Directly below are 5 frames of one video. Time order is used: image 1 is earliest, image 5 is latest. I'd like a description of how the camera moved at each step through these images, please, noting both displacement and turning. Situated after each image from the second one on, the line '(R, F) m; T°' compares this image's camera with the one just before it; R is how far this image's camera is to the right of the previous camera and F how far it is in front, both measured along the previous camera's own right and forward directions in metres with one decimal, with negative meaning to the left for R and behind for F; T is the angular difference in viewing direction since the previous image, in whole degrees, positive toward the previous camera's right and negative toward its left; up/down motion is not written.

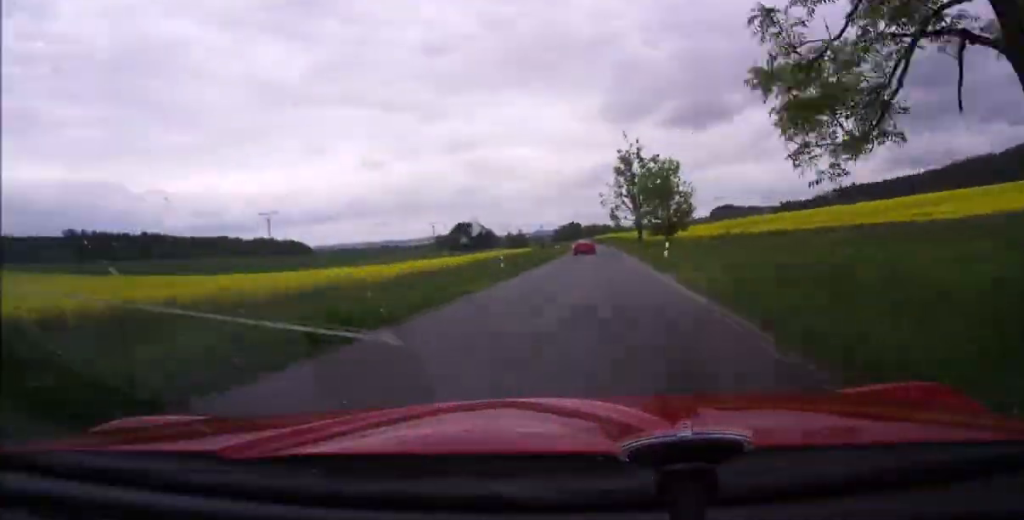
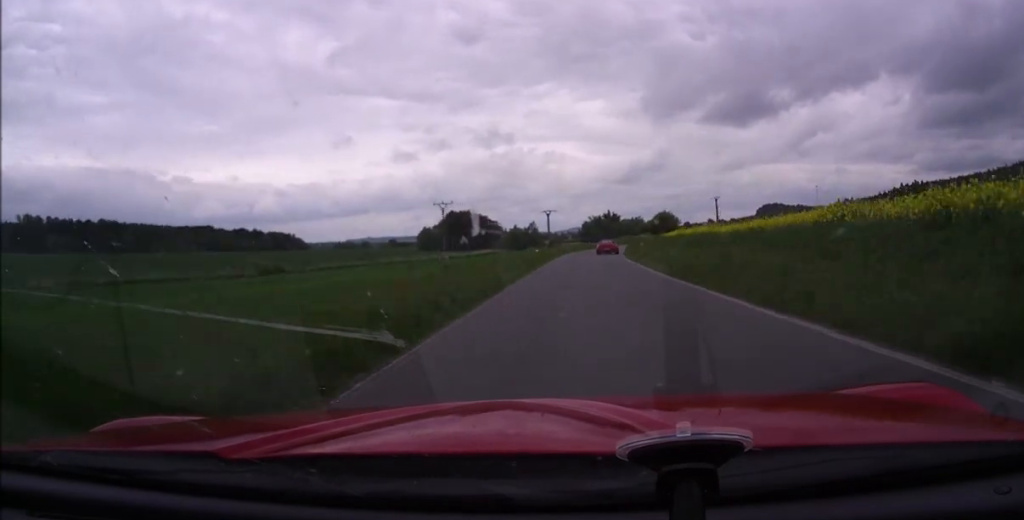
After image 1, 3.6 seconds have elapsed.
(+3.3, +144.3) m; -1°
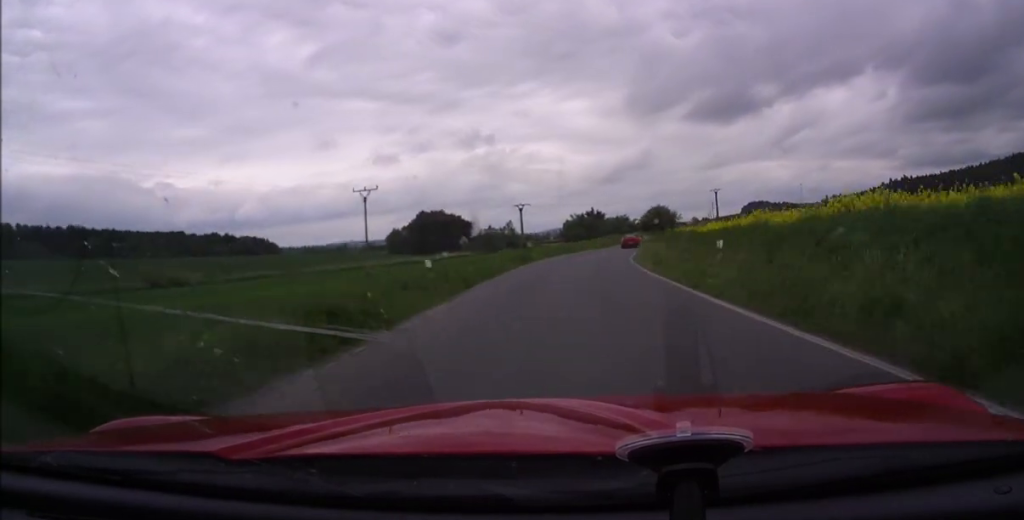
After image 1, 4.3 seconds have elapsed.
(-0.2, +27.4) m; 0°
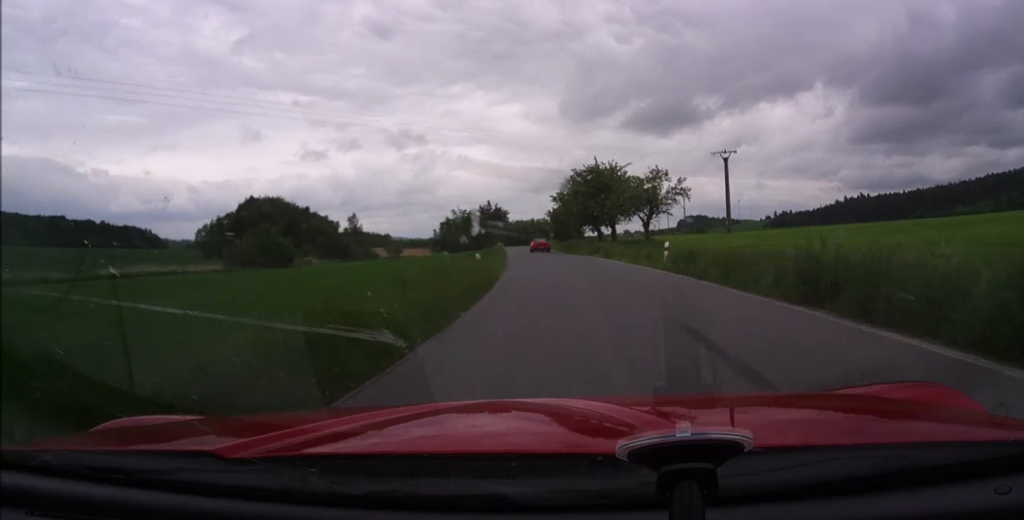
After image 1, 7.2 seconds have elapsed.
(+8.7, +107.7) m; +8°
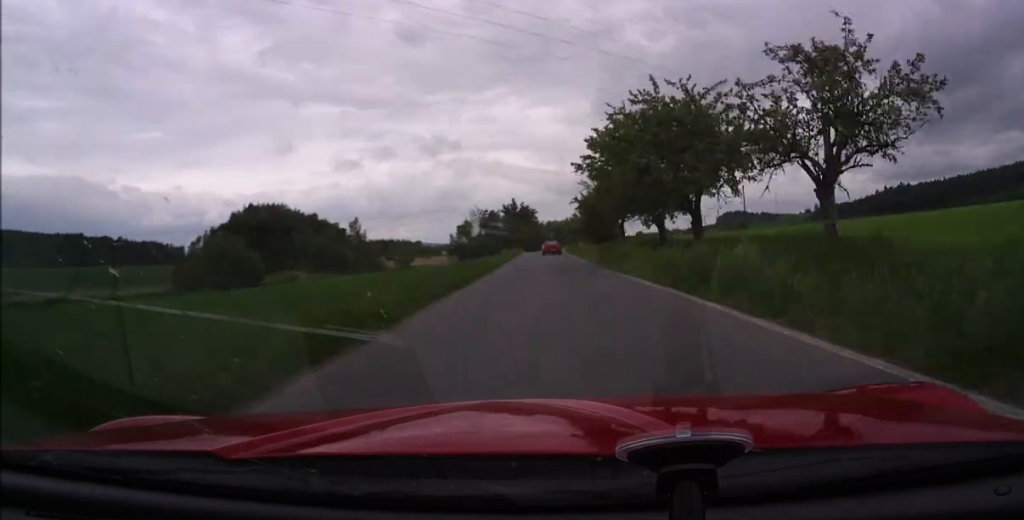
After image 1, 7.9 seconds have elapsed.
(-0.3, +26.0) m; -2°
